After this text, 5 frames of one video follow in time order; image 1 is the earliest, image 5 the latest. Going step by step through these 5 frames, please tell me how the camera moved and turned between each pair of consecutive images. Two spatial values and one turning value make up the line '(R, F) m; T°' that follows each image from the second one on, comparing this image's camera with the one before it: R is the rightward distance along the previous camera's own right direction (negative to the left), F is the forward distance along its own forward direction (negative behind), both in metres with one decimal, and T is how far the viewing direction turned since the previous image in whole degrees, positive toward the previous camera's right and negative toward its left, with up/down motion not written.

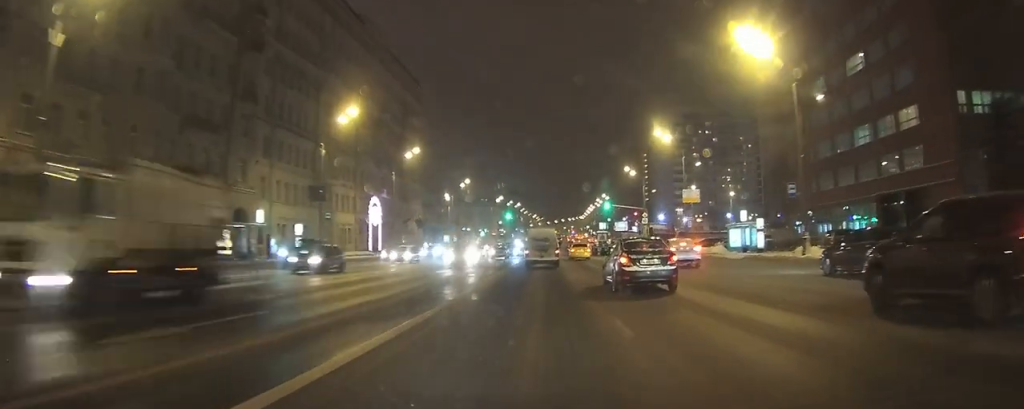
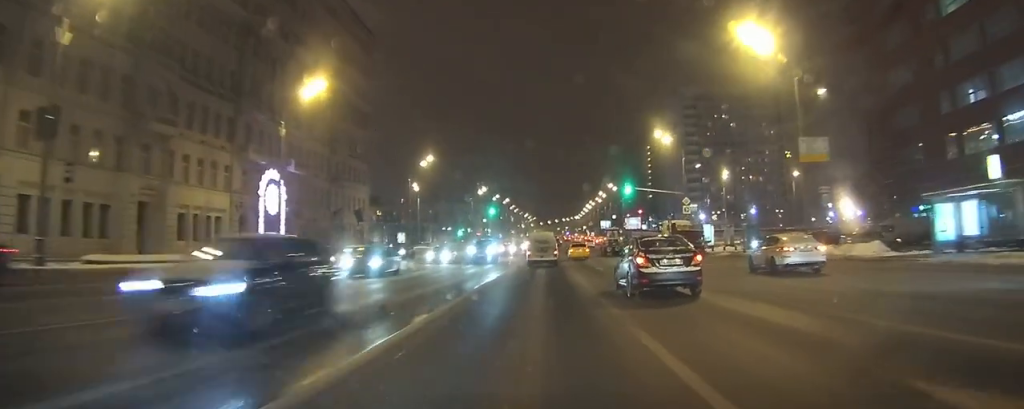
(+0.8, +27.8) m; +3°
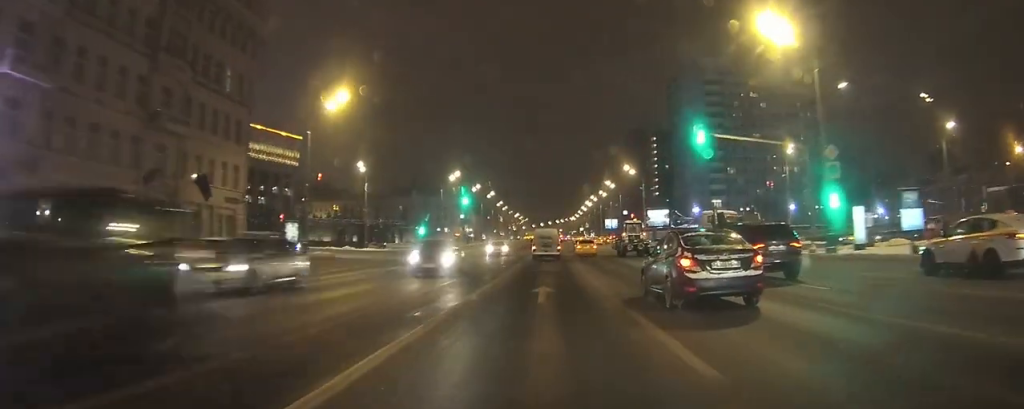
(+0.6, +36.5) m; +2°
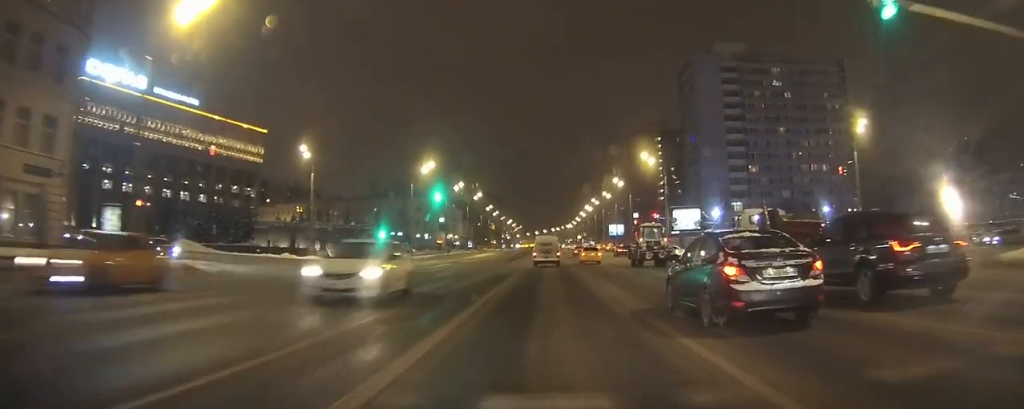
(+0.2, +29.3) m; 0°
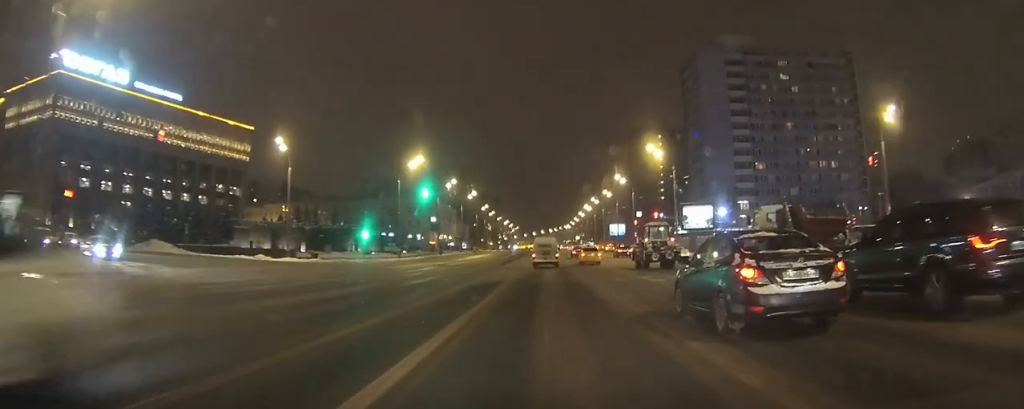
(+0.1, +8.5) m; 0°
